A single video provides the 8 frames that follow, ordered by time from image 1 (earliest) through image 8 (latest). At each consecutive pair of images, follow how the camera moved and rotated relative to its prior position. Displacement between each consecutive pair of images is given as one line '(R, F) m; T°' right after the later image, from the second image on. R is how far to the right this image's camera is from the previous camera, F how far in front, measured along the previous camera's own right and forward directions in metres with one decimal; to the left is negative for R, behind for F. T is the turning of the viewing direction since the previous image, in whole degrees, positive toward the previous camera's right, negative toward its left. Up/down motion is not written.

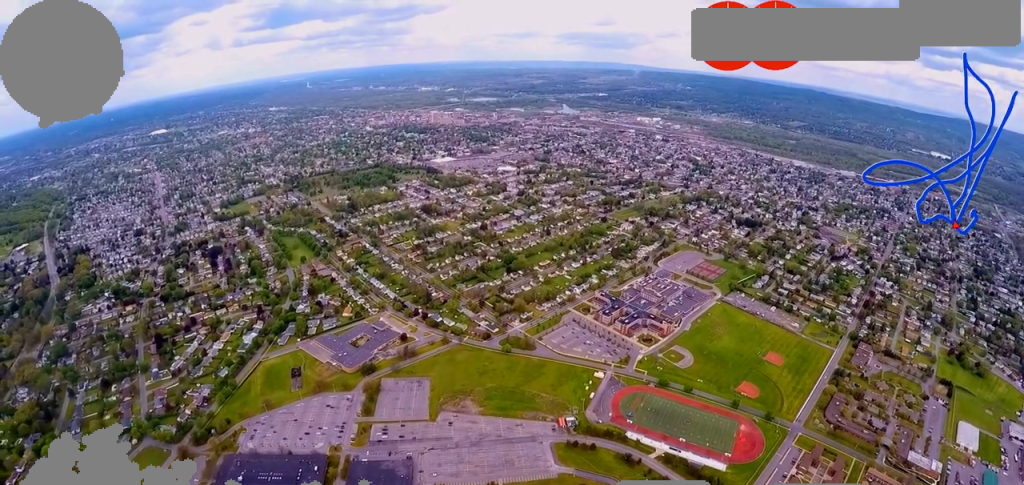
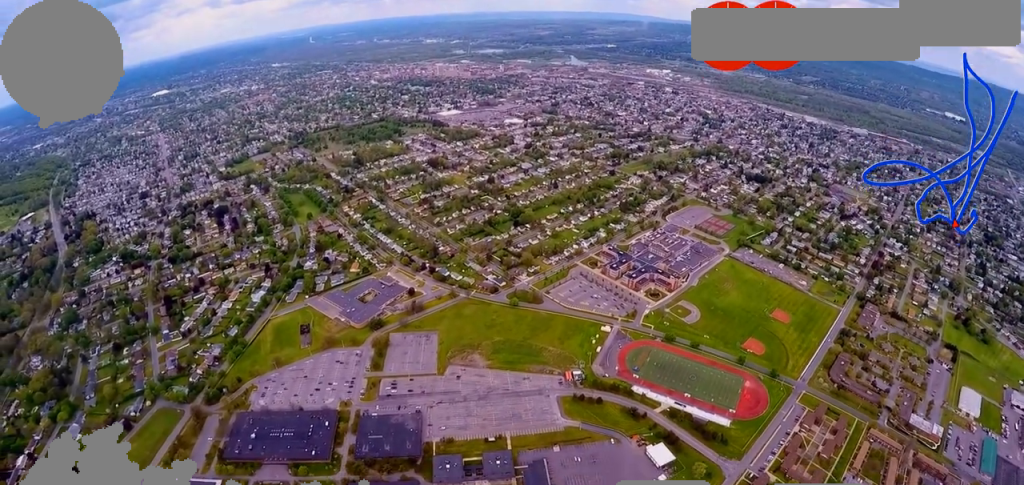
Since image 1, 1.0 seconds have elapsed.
(0.0, +6.1) m; -1°
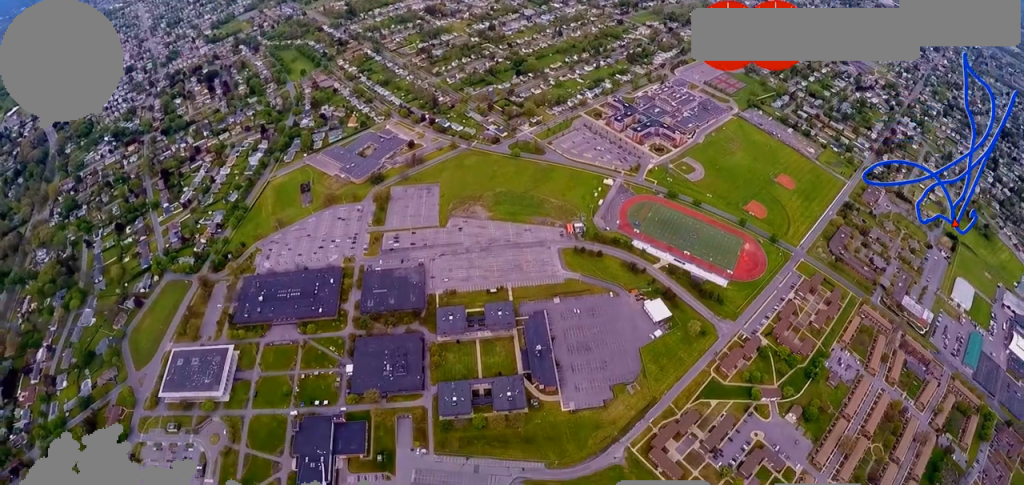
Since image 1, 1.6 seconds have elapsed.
(0.0, +4.7) m; -1°
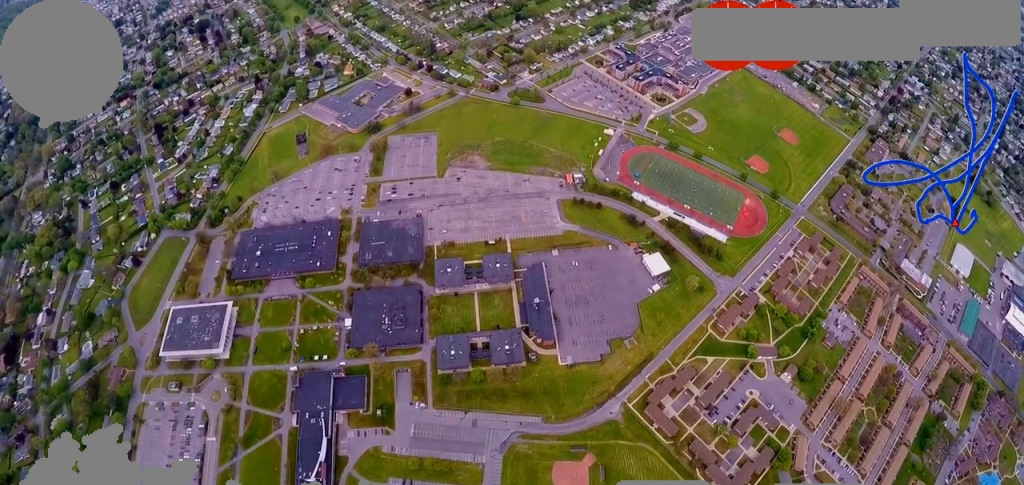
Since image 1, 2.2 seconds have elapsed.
(-0.1, +5.5) m; -1°
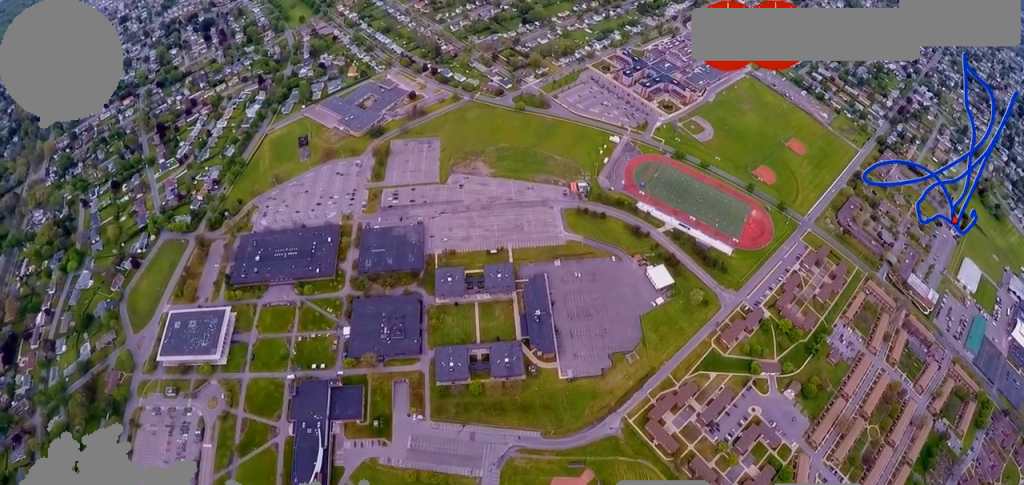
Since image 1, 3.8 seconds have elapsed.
(-0.3, +20.7) m; -2°
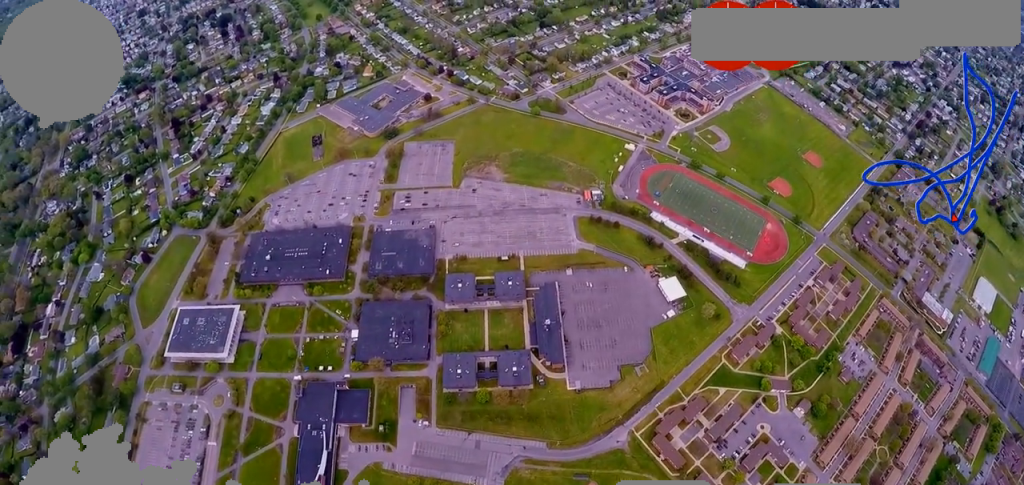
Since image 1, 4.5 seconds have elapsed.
(0.0, +9.5) m; 0°
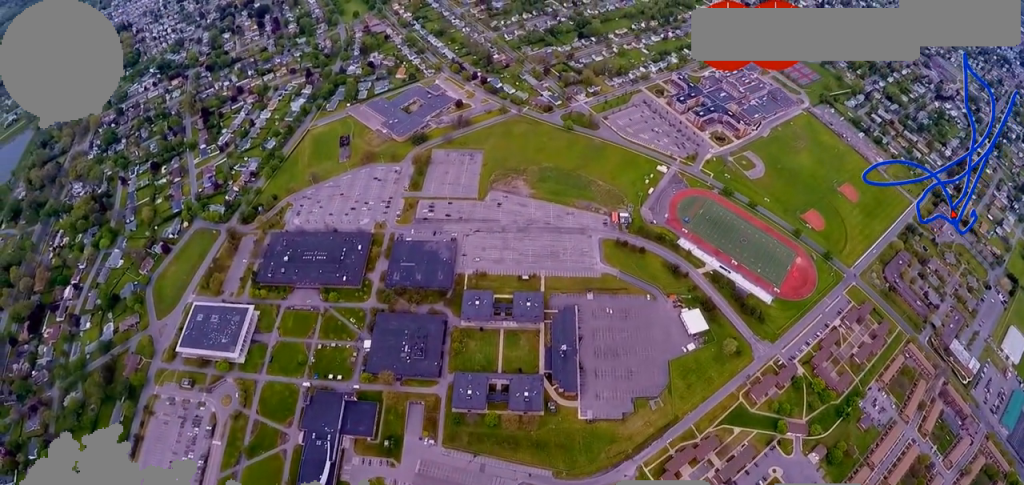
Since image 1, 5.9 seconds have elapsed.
(-0.1, +24.4) m; -1°
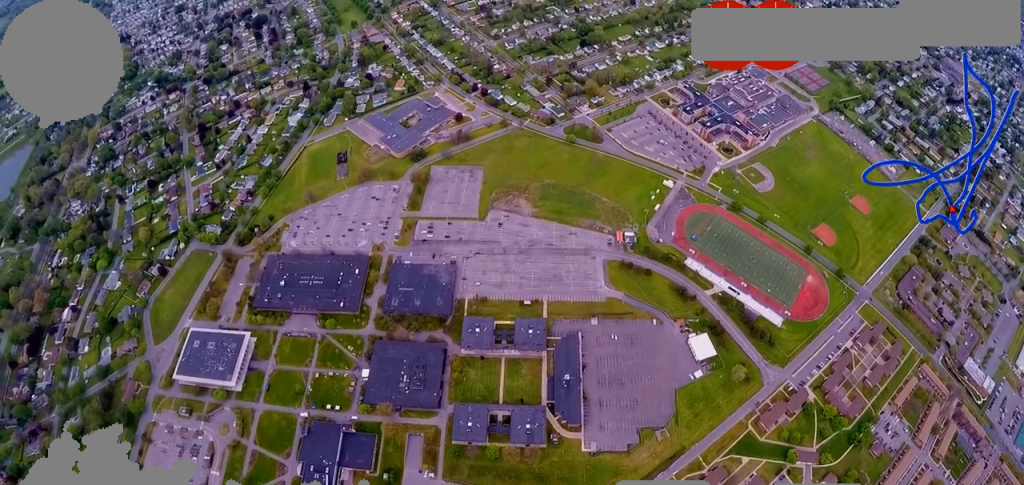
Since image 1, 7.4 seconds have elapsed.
(-0.7, +29.1) m; -2°
